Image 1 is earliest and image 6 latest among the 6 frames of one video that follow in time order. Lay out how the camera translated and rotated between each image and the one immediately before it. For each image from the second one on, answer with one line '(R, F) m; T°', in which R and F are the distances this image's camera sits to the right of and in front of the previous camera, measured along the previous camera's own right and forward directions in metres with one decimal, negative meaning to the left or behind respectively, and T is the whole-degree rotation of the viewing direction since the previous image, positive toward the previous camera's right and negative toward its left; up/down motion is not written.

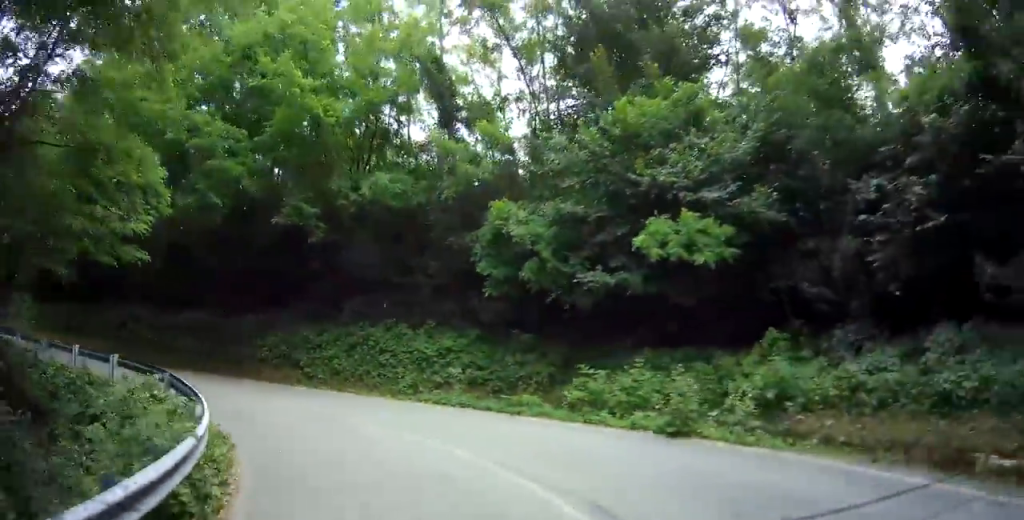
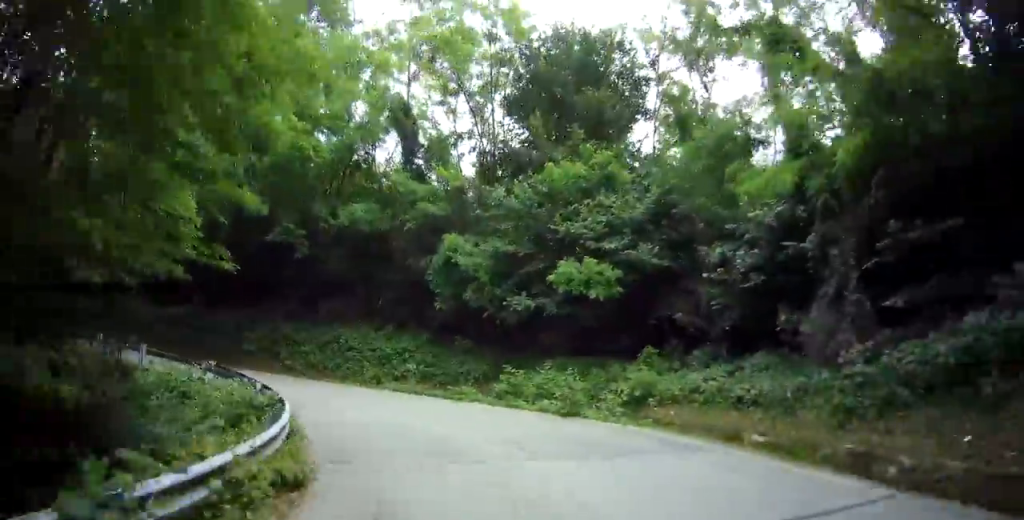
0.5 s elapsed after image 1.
(+0.3, +3.6) m; +5°
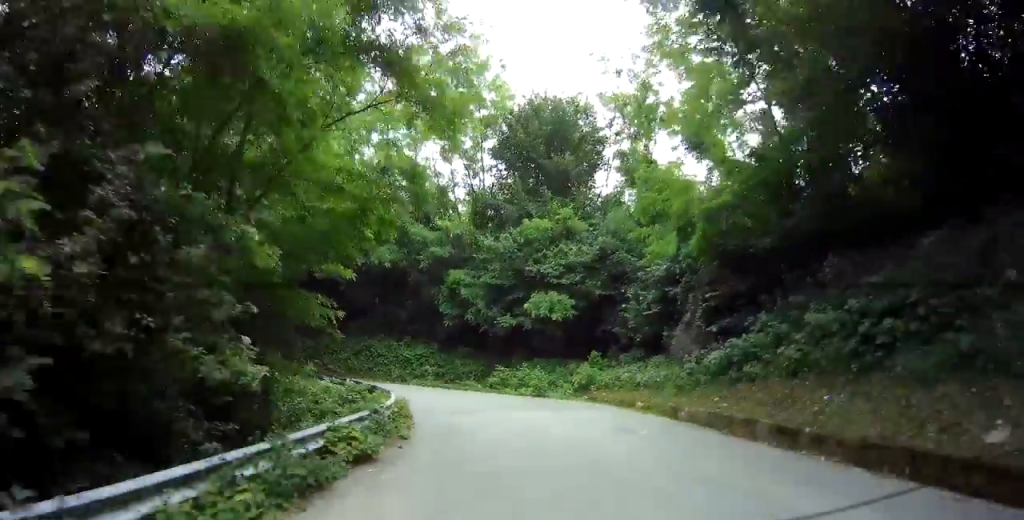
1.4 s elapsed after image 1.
(+0.5, +6.6) m; +8°
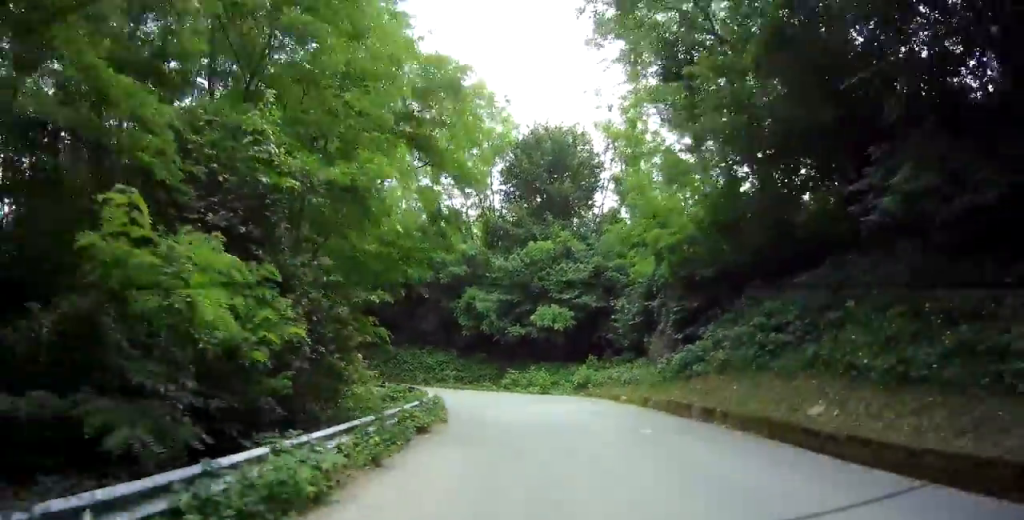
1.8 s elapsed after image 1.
(-0.1, +3.6) m; +4°
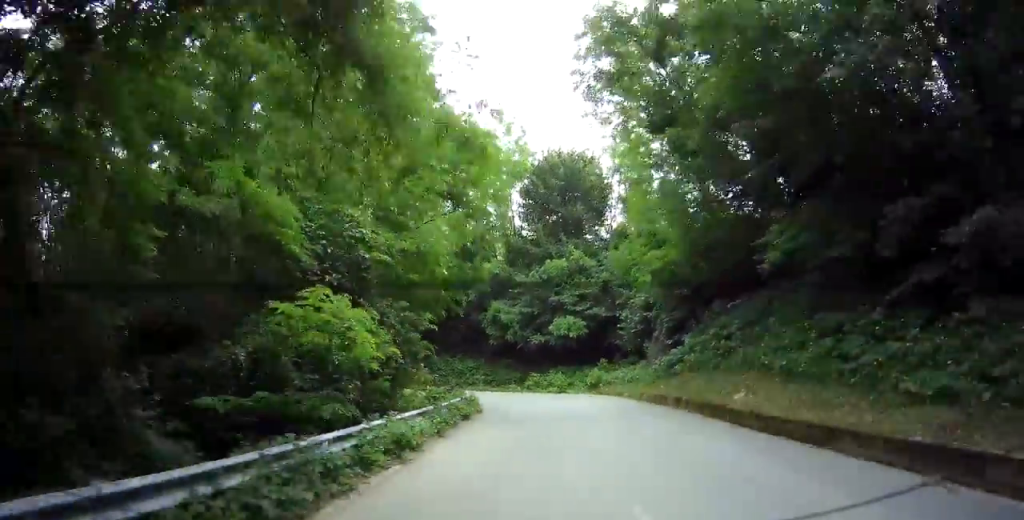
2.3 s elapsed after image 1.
(+0.2, +3.8) m; -1°
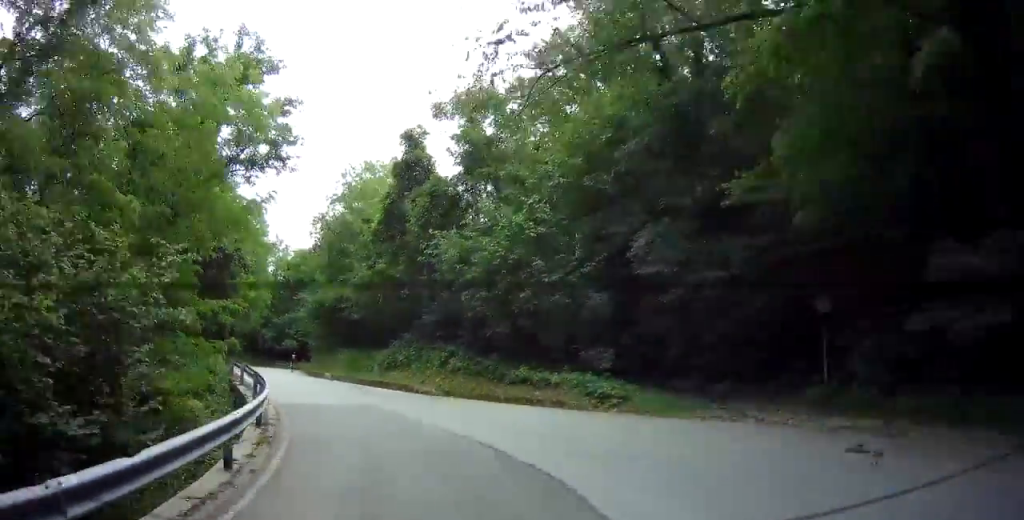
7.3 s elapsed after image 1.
(-3.0, +40.6) m; +15°
